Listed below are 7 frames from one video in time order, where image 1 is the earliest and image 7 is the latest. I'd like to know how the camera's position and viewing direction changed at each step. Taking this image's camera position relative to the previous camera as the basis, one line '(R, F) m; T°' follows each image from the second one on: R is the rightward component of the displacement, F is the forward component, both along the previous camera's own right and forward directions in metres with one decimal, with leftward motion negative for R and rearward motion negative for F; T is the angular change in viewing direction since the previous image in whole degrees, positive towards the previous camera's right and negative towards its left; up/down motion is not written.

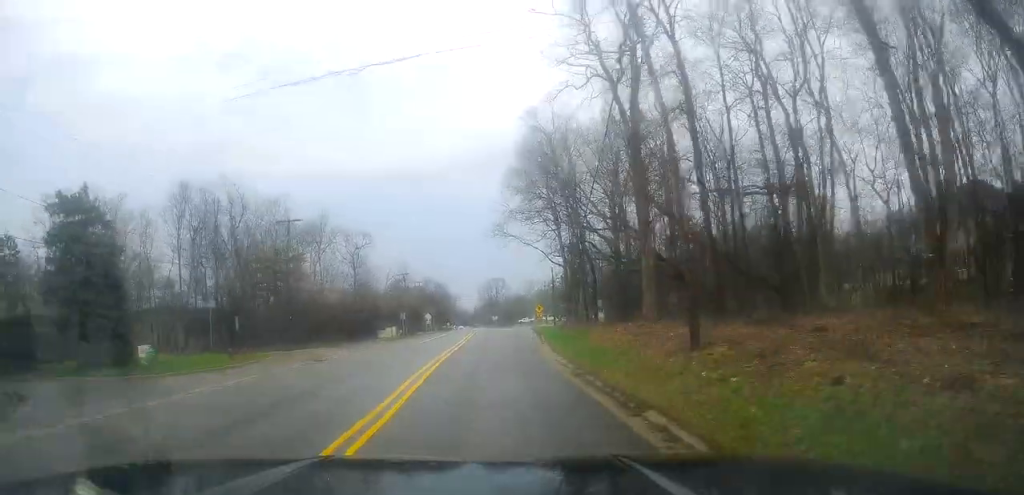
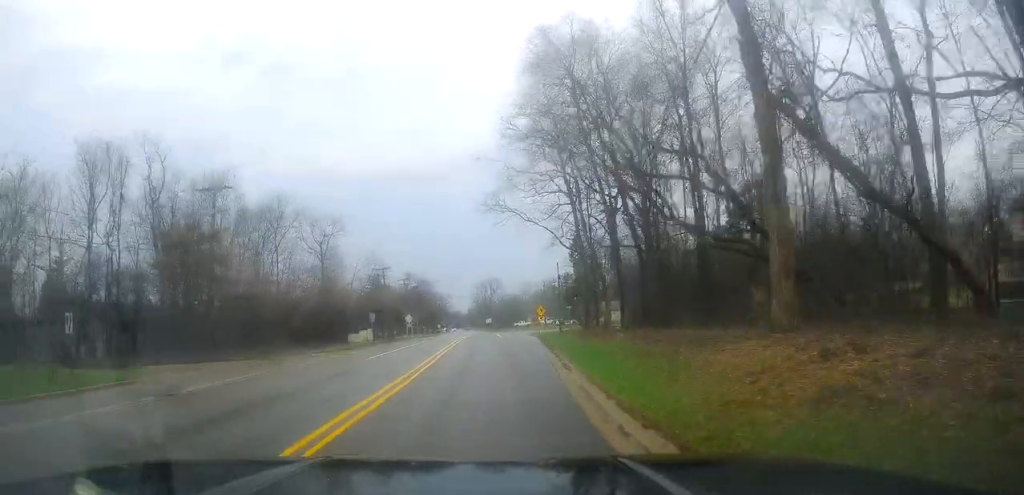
(+0.3, +15.5) m; +1°
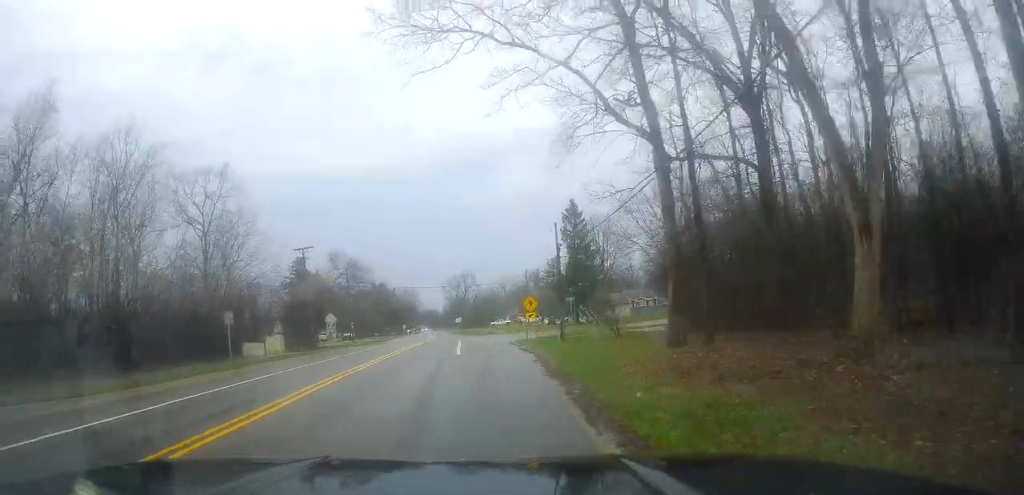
(+0.1, +27.8) m; +1°
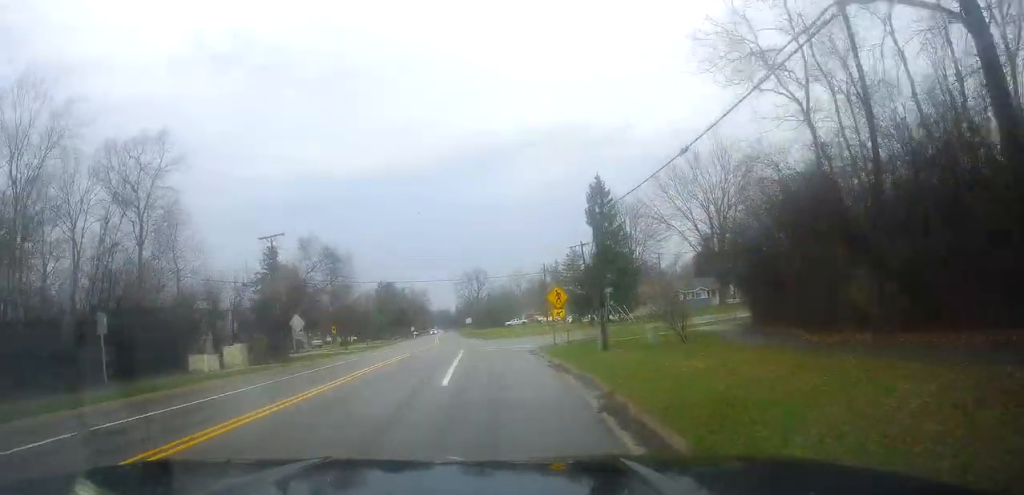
(+0.2, +13.2) m; +1°
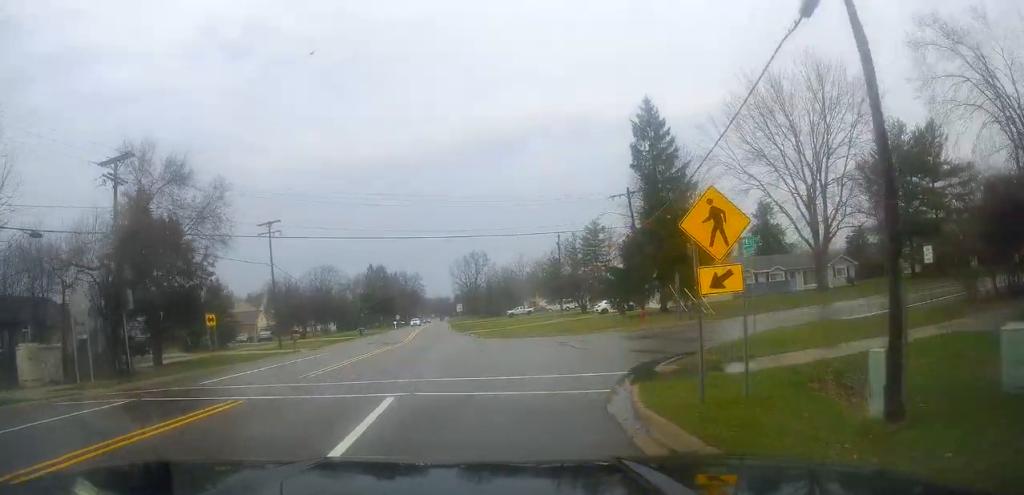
(-0.4, +25.4) m; 0°
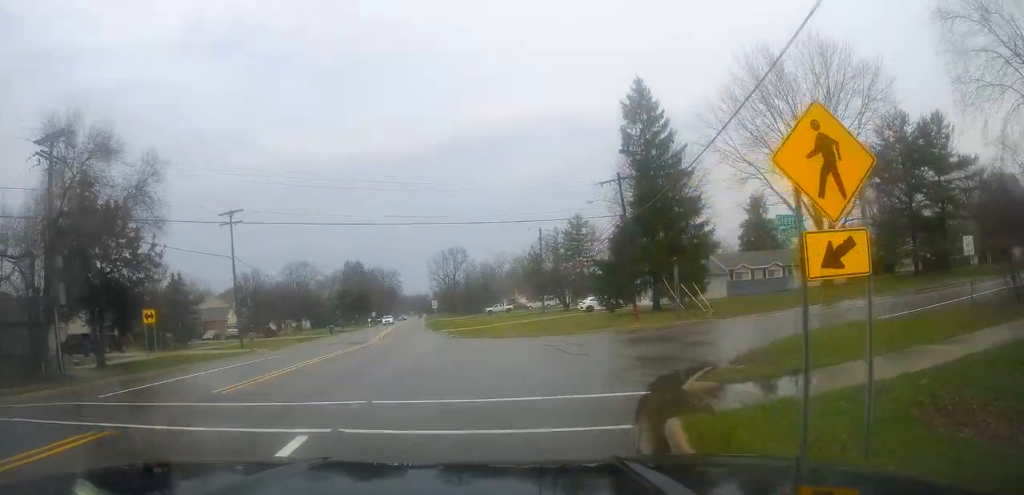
(-0.2, +4.7) m; +2°
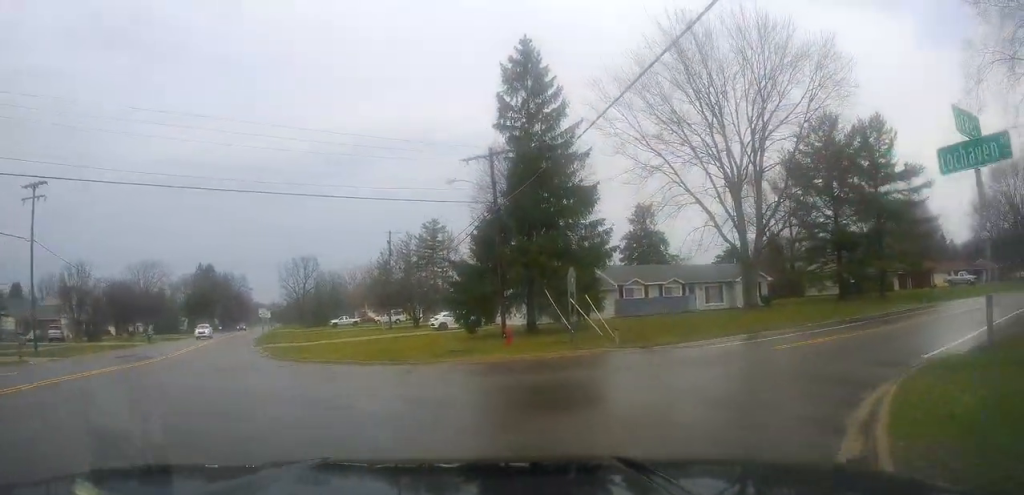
(+1.3, +11.9) m; +15°
